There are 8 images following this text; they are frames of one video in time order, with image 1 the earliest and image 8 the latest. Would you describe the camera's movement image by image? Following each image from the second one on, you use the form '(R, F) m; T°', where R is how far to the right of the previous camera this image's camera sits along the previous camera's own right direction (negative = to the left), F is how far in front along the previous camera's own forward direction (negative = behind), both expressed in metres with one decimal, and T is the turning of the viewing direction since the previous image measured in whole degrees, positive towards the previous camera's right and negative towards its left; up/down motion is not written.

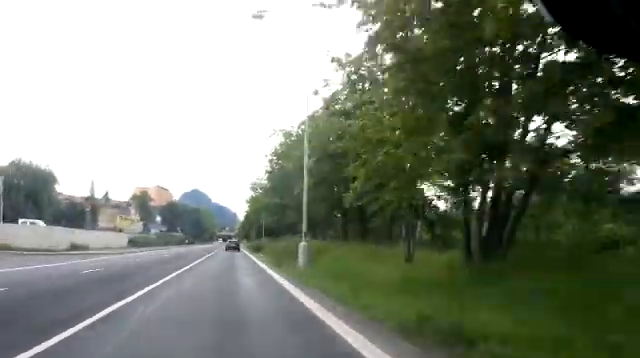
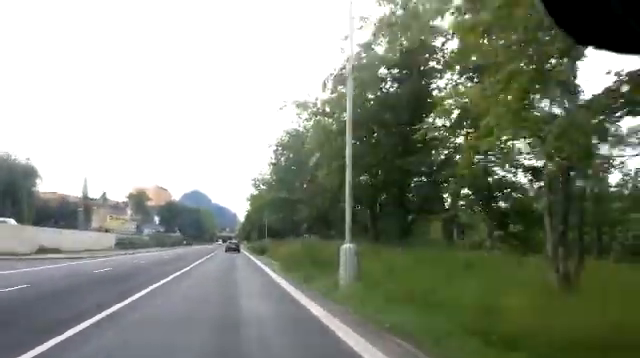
(+0.2, +7.8) m; 0°
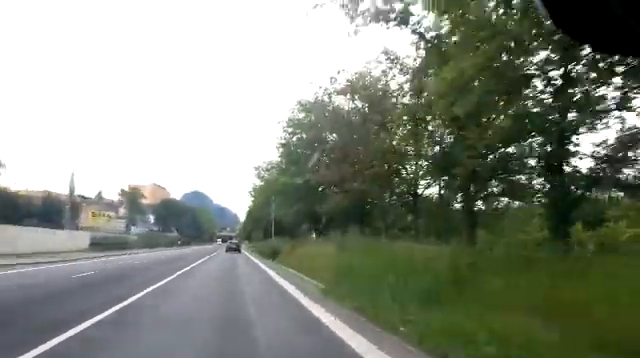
(+0.1, +11.9) m; 0°
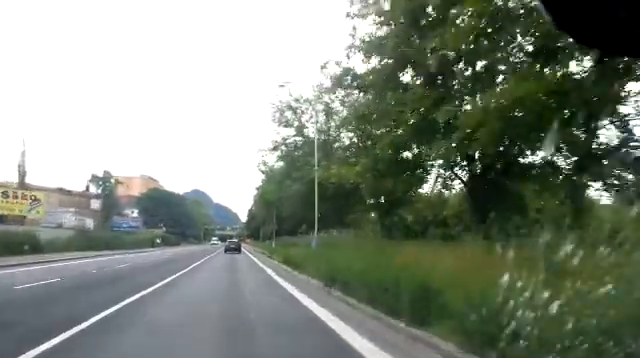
(0.0, +32.0) m; 0°
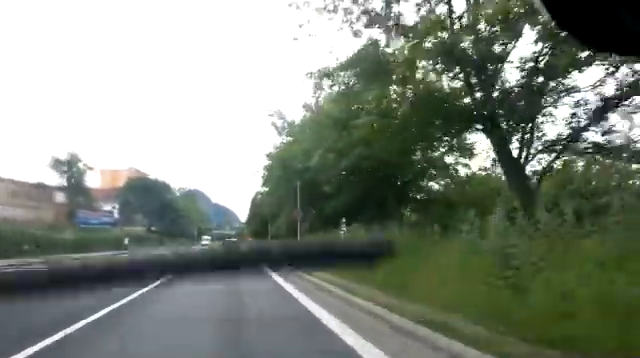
(0.0, +24.0) m; +1°
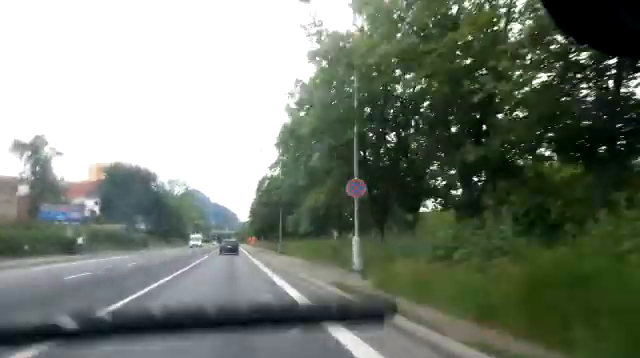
(+0.1, +17.6) m; 0°
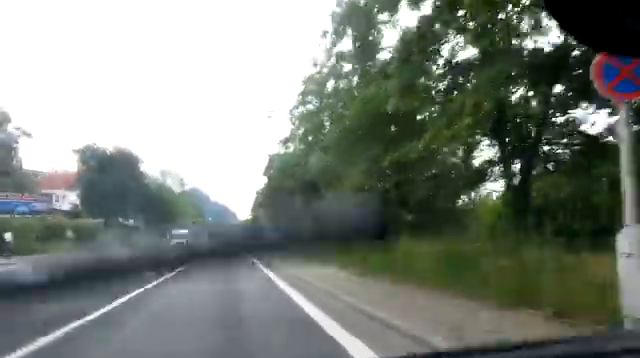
(-0.1, +13.4) m; 0°
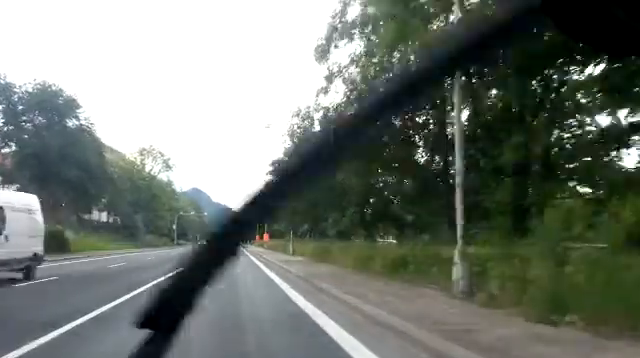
(0.0, +26.1) m; -1°
